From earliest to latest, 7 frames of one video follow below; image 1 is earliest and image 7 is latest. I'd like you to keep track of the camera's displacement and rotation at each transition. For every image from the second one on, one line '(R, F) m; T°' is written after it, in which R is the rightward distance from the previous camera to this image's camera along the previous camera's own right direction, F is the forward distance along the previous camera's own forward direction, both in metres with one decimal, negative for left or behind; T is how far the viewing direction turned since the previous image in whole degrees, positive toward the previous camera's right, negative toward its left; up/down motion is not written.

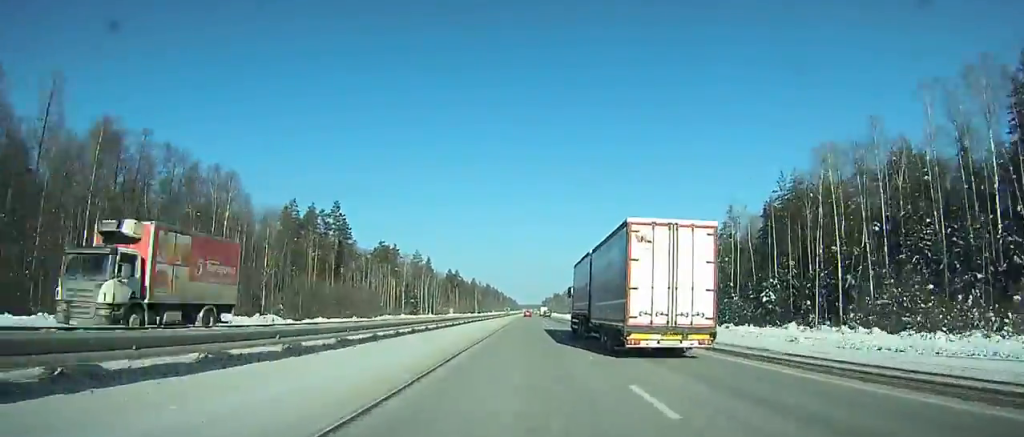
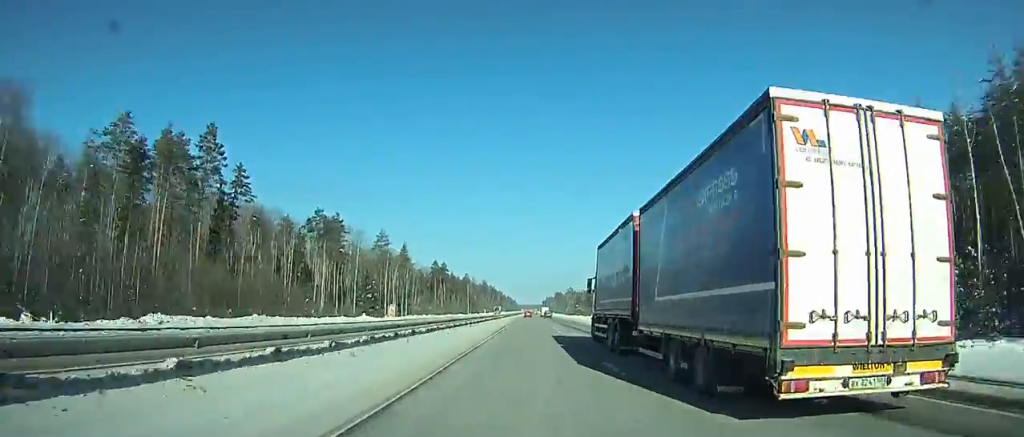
(+0.2, +55.0) m; 0°
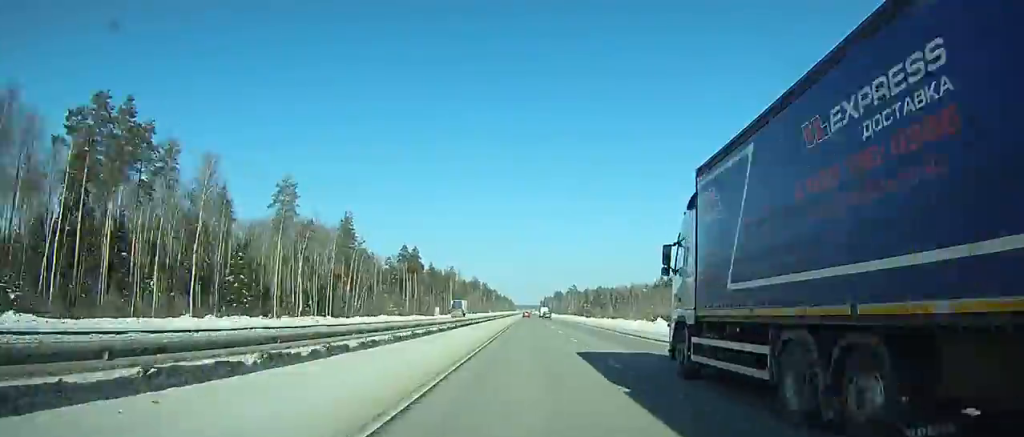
(+0.4, +70.0) m; 0°
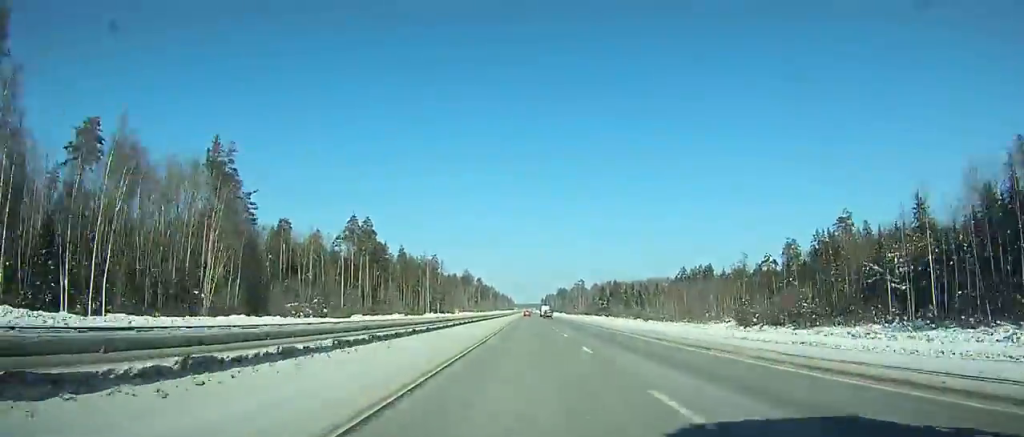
(-0.5, +68.0) m; 0°
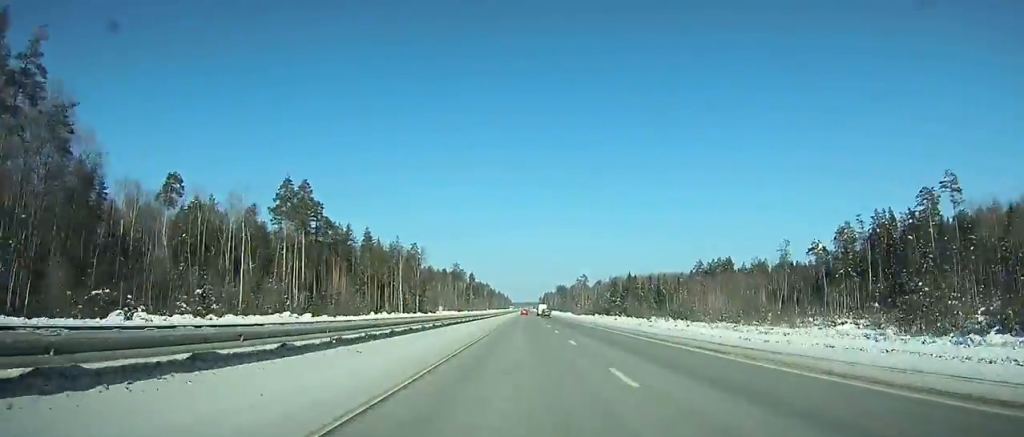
(0.0, +44.7) m; 0°
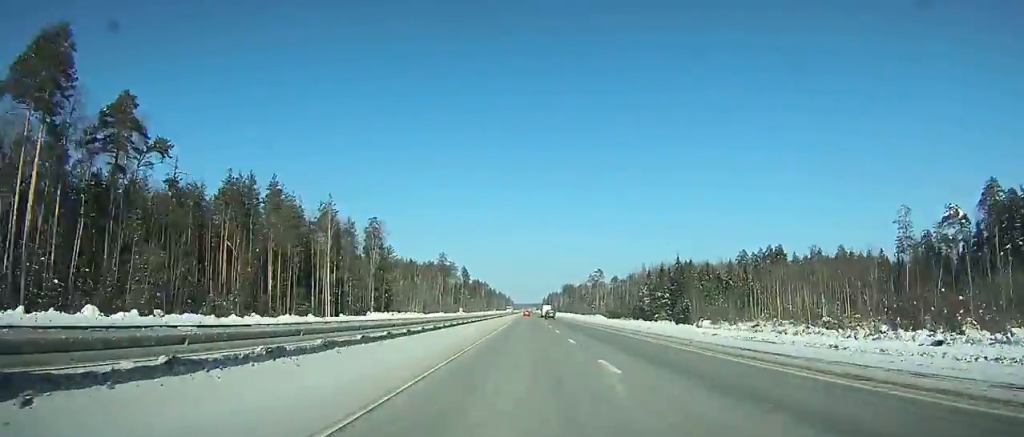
(+0.1, +68.9) m; 0°
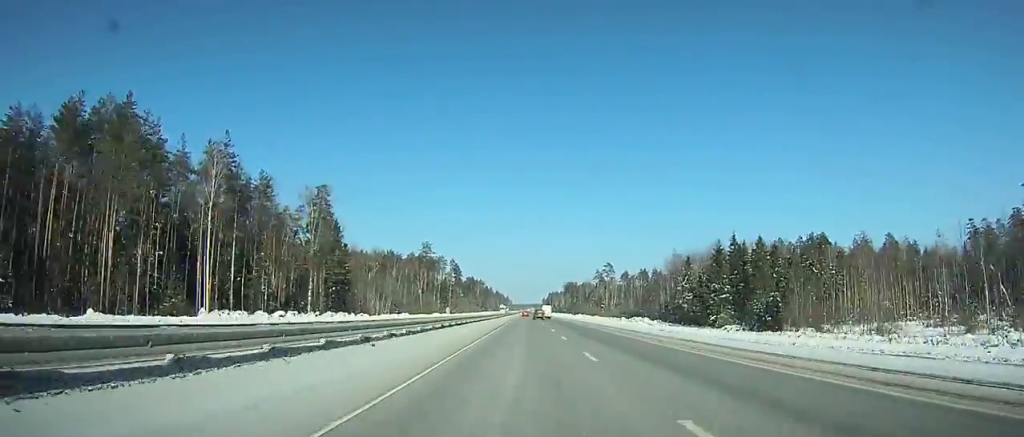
(+0.1, +45.0) m; 0°
